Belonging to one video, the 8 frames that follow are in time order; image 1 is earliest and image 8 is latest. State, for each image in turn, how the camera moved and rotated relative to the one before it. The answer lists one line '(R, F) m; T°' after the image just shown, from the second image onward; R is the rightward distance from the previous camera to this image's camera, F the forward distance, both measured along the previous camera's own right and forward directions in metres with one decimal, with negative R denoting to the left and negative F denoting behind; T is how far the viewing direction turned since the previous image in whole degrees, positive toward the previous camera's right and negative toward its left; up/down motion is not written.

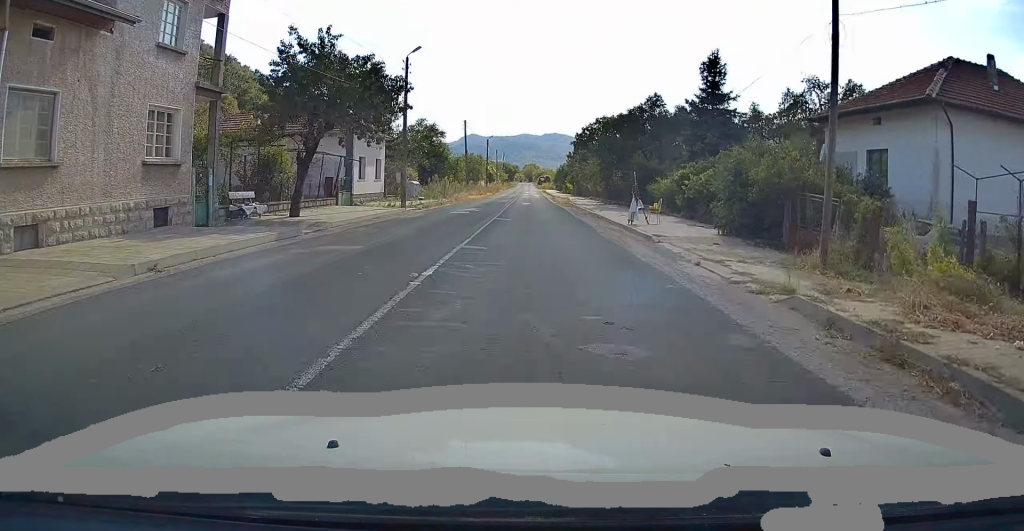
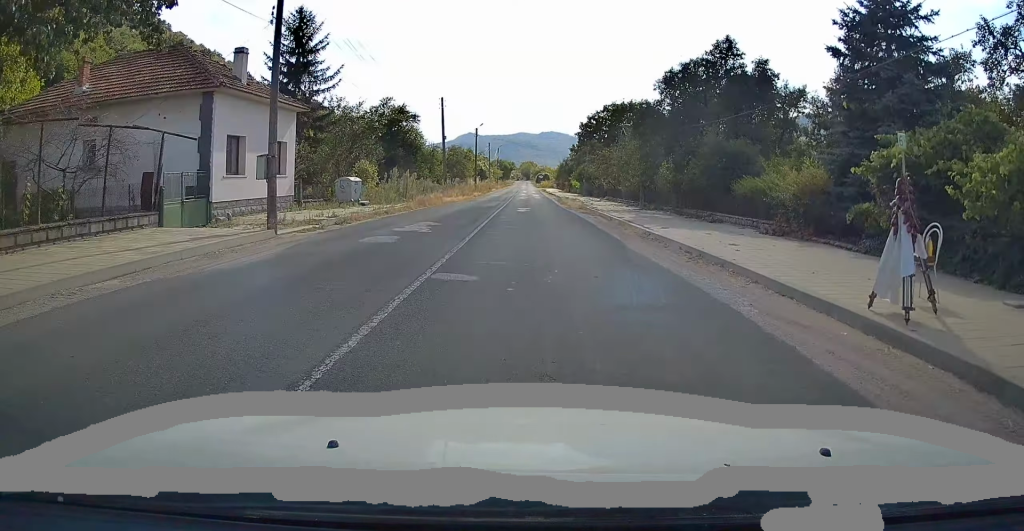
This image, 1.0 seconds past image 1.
(+0.1, +16.6) m; 0°
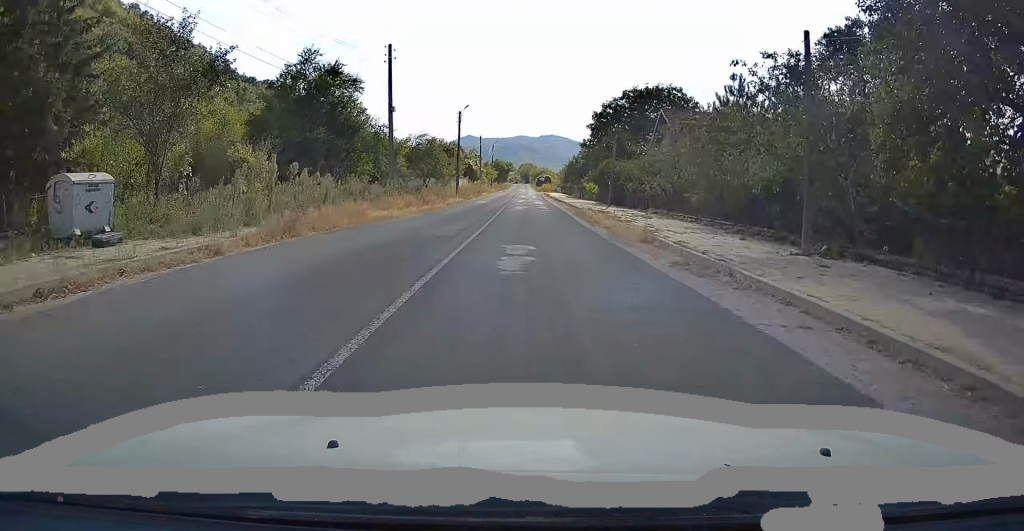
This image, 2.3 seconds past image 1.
(-0.3, +20.6) m; -1°
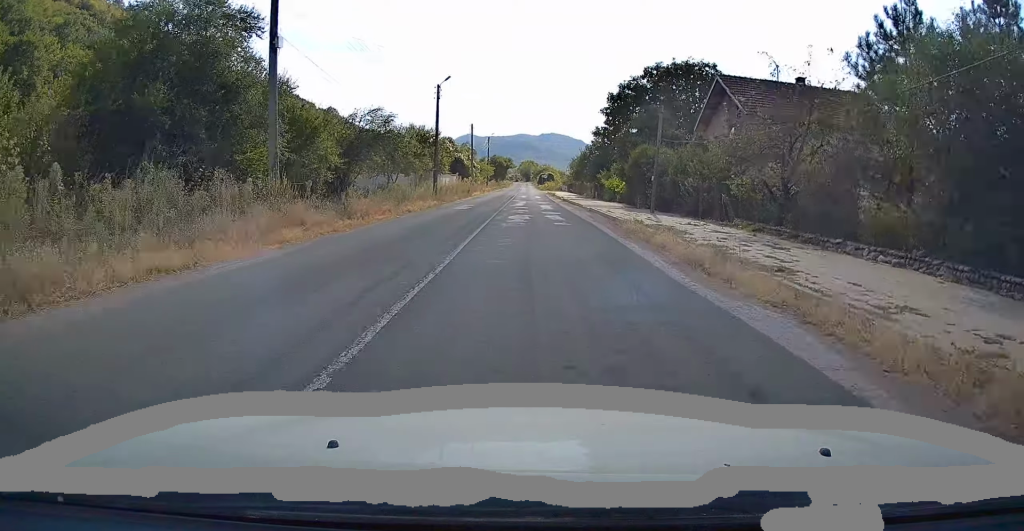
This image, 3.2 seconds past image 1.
(0.0, +15.2) m; 0°
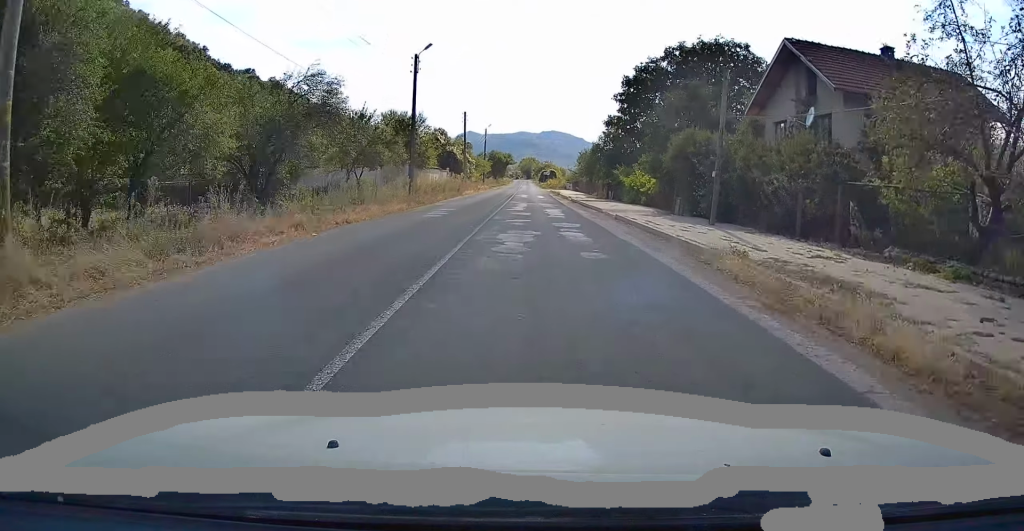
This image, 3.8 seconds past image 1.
(0.0, +9.8) m; 0°
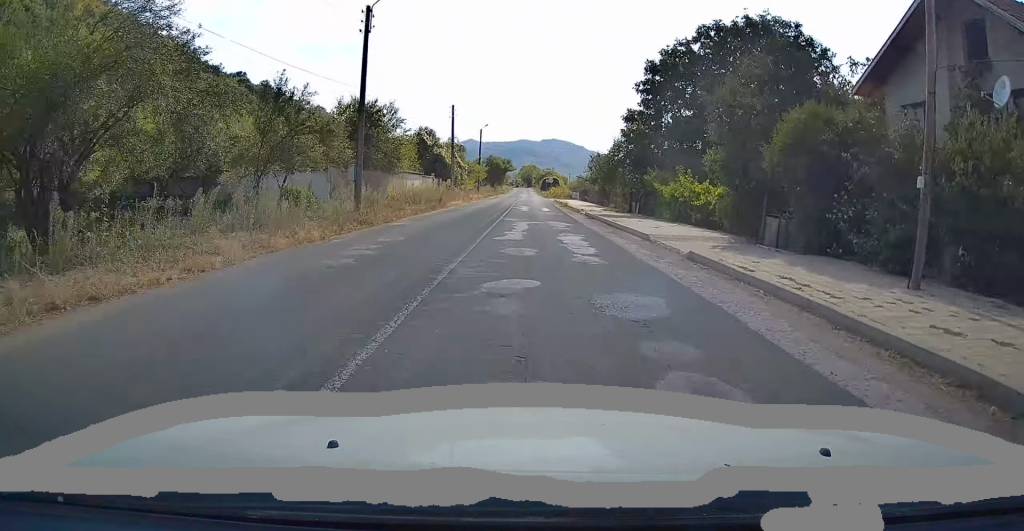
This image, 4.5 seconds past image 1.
(0.0, +11.4) m; 0°
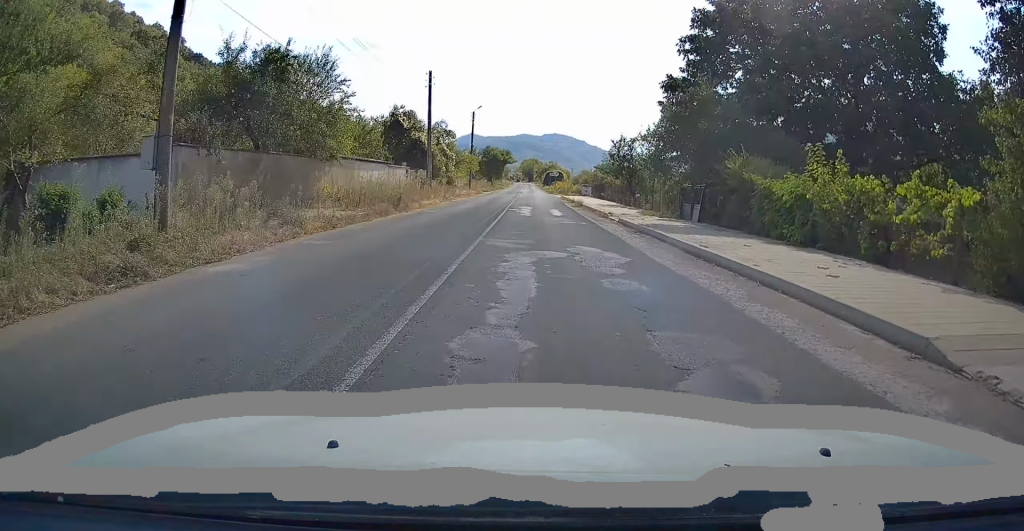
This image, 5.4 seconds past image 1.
(0.0, +13.8) m; -1°
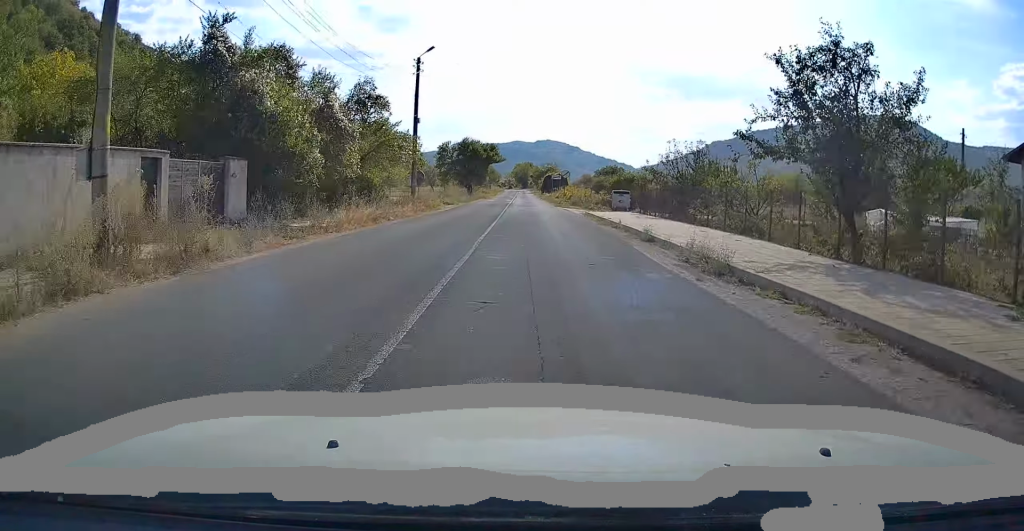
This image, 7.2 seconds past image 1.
(+0.1, +32.1) m; +1°
